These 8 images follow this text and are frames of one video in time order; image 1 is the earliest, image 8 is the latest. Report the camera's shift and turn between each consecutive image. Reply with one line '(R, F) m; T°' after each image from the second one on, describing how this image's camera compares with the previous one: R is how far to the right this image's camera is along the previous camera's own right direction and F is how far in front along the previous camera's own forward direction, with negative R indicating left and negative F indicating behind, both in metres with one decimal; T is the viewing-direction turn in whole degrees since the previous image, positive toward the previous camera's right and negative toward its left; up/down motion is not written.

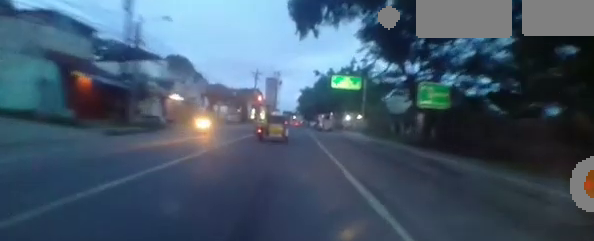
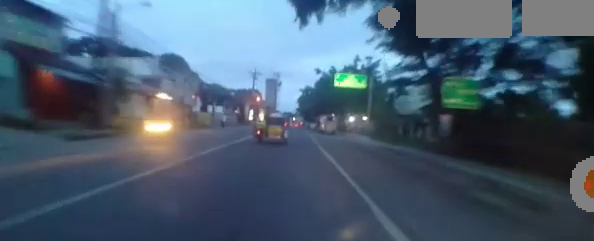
(+0.1, +3.4) m; +1°
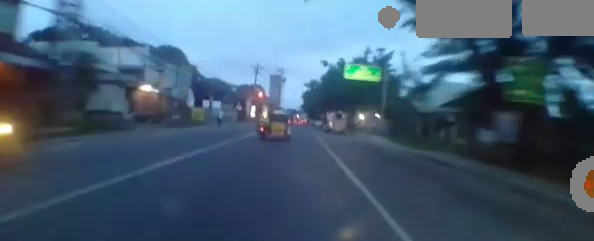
(+0.1, +4.1) m; +1°
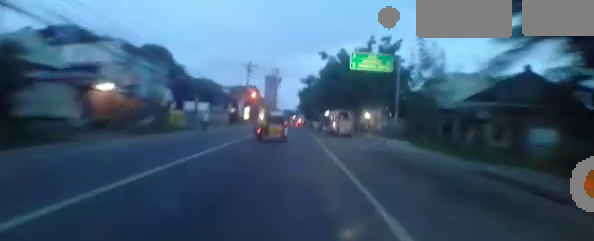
(0.0, +4.4) m; -1°
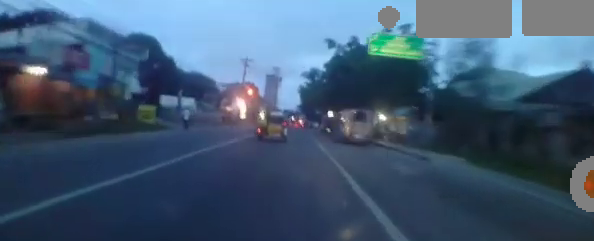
(0.0, +6.5) m; -1°
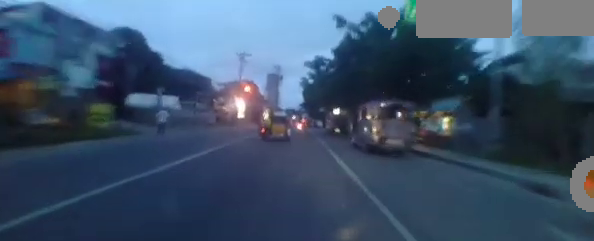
(-0.1, +5.7) m; -1°
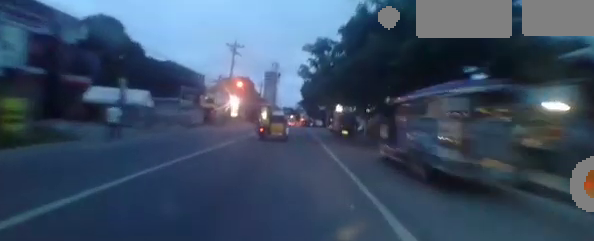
(0.0, +5.5) m; +1°
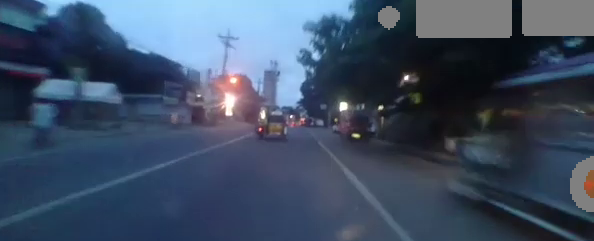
(0.0, +4.0) m; 0°
